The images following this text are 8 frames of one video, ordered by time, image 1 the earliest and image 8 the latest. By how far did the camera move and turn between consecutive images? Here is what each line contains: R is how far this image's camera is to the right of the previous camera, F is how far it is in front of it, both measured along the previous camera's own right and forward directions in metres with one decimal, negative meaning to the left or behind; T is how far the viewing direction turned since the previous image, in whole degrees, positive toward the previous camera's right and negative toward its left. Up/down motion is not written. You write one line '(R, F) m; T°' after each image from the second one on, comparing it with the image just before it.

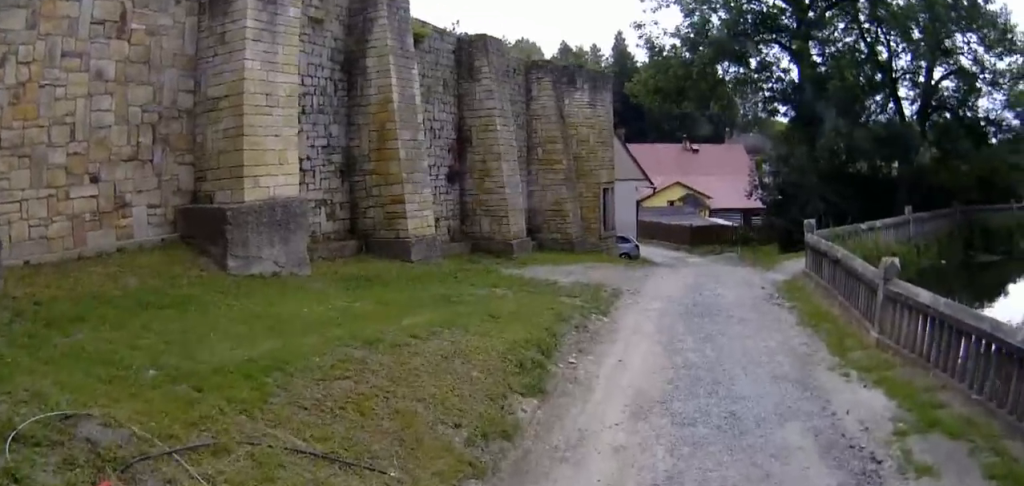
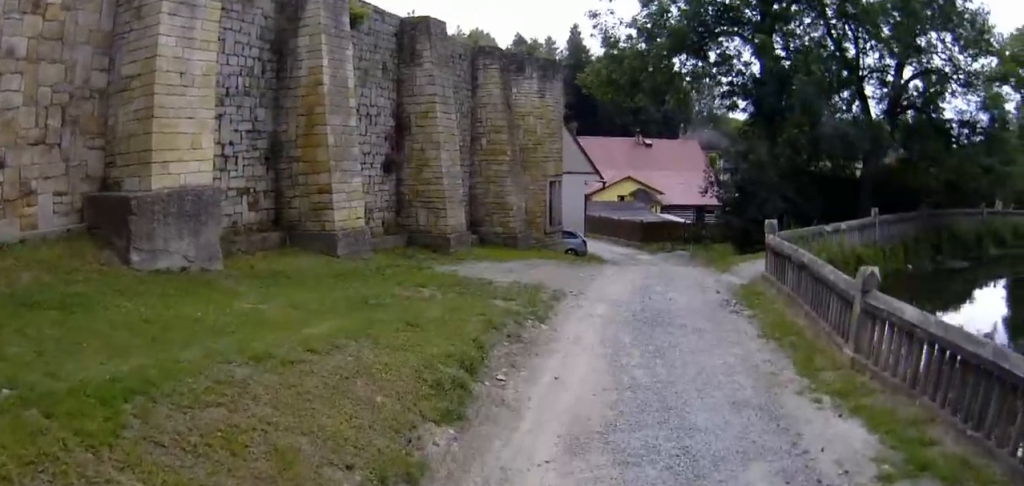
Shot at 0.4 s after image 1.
(-0.1, +1.2) m; -1°
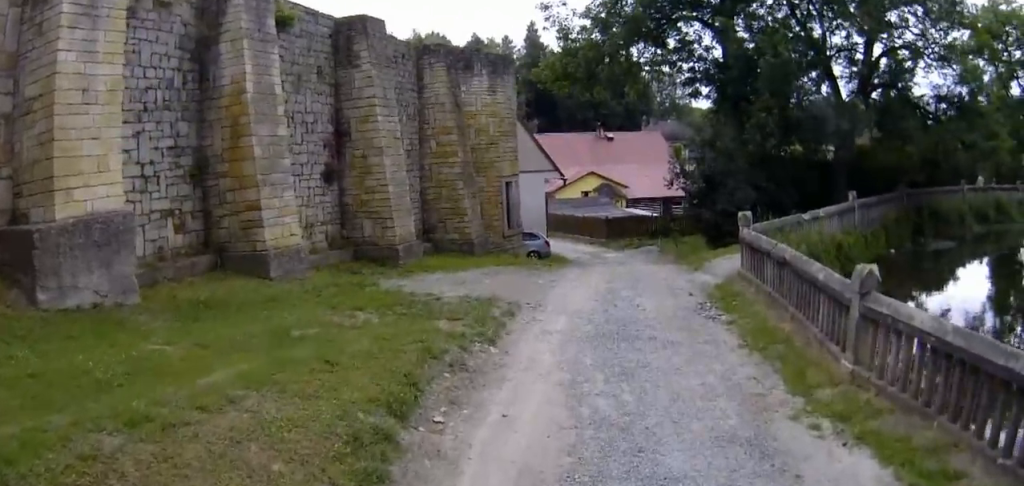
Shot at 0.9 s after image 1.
(0.0, +1.2) m; -1°
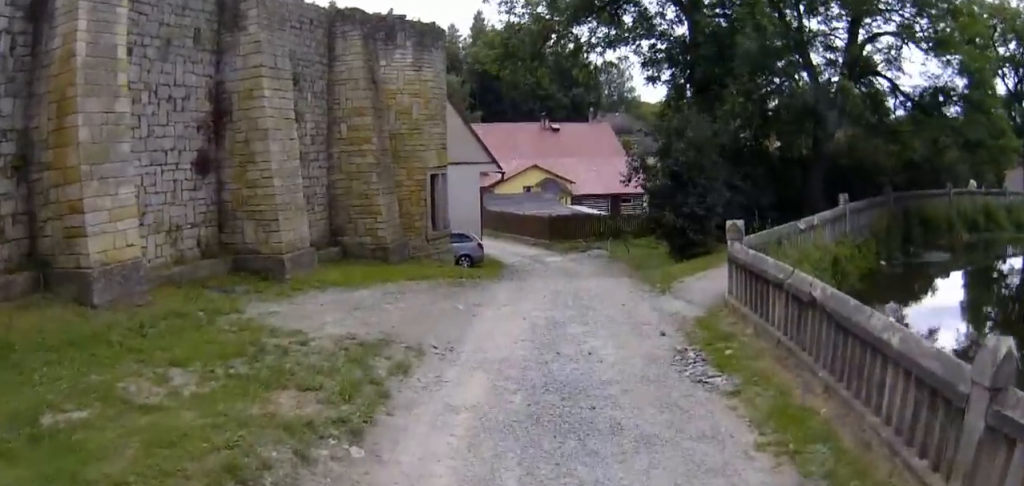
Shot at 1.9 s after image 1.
(0.0, +3.1) m; 0°
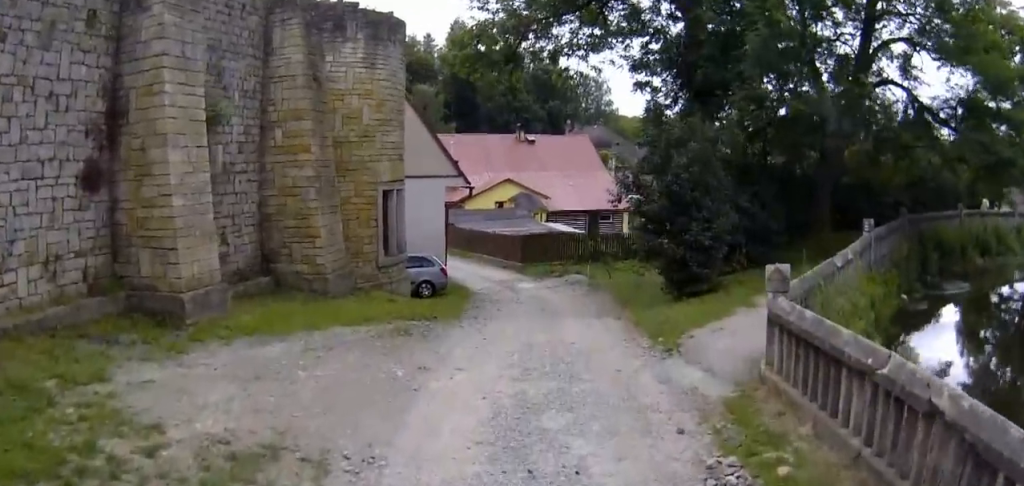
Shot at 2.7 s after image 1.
(0.0, +2.6) m; +3°
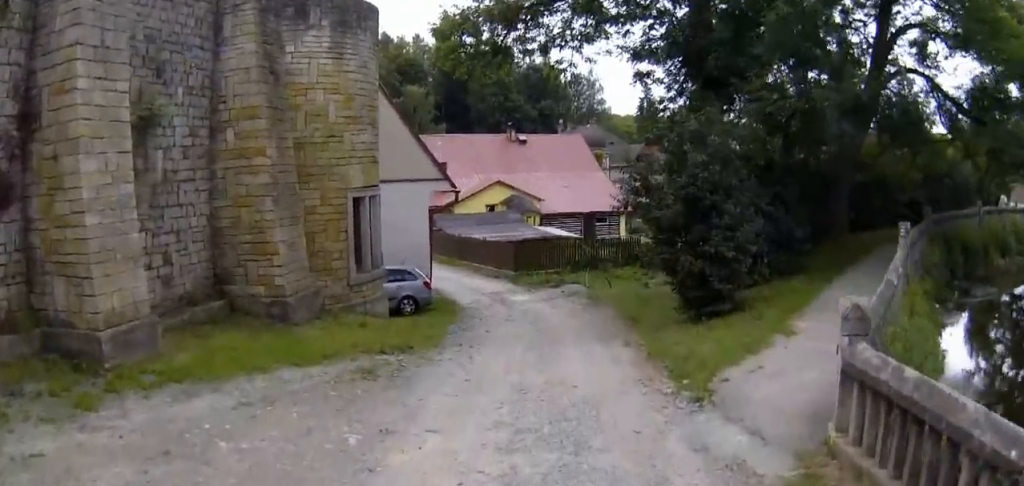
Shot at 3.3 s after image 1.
(+0.1, +2.0) m; +1°
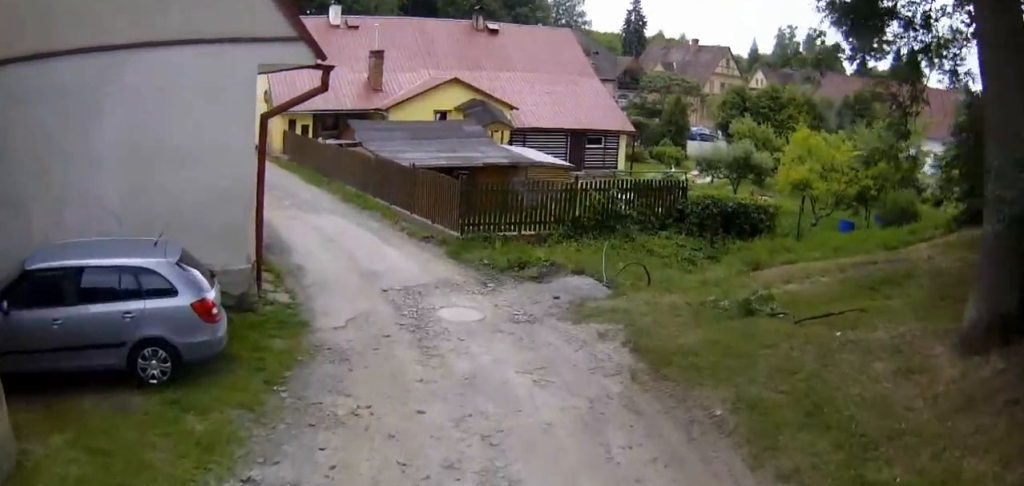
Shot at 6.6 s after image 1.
(-0.2, +12.7) m; +2°
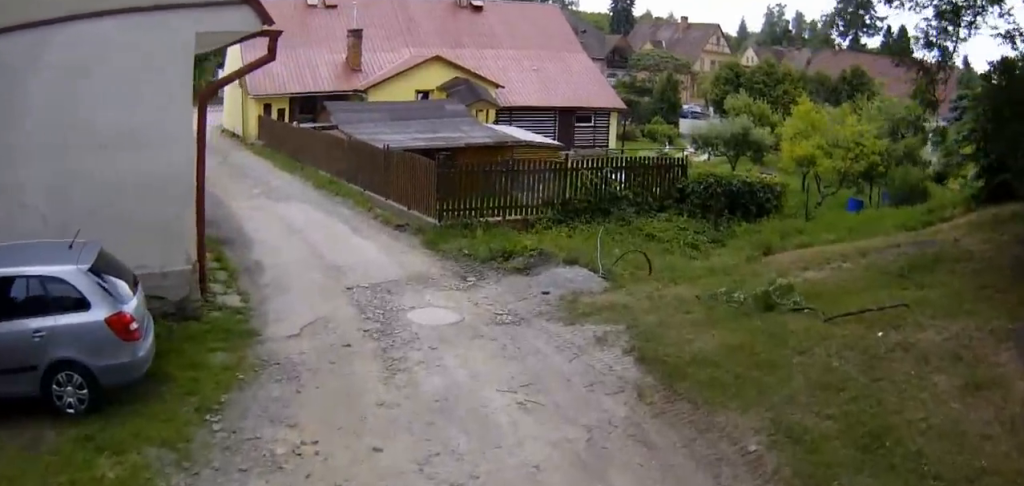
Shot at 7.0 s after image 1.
(0.0, +1.5) m; +1°
